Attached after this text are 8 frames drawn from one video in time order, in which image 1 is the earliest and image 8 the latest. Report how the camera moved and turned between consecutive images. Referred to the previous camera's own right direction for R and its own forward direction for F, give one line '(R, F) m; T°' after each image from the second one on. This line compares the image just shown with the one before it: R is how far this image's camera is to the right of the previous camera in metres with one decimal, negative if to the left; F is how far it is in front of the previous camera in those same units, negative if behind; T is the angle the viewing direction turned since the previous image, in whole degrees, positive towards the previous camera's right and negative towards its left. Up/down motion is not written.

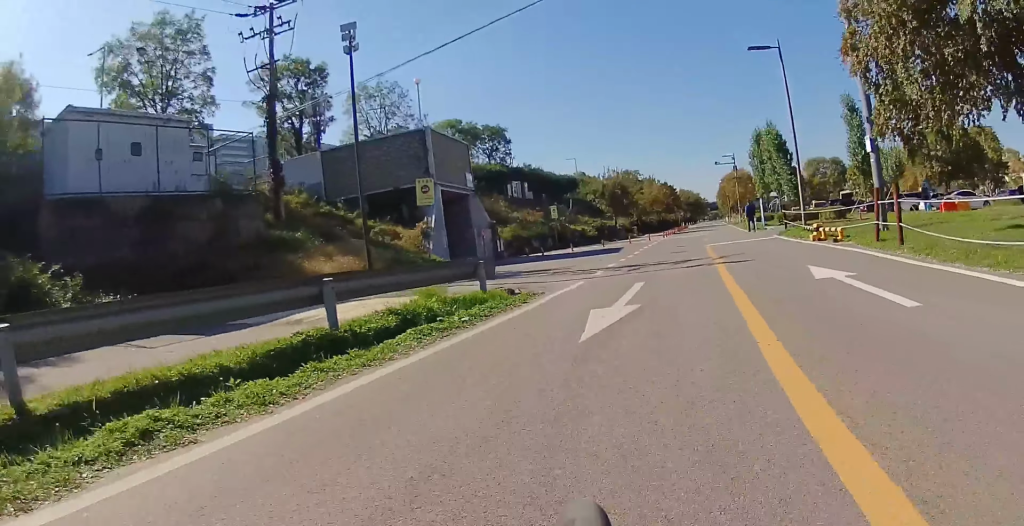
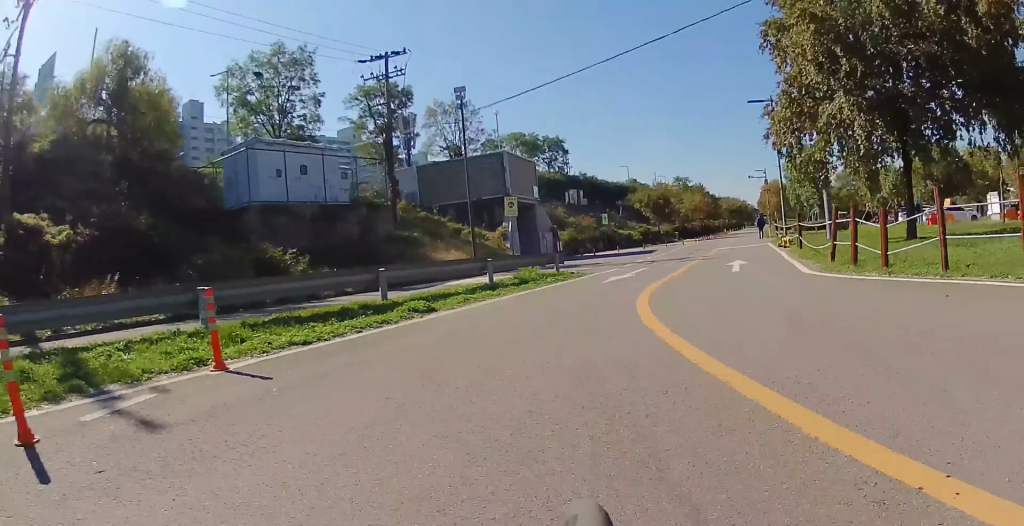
(-0.3, +8.0) m; -5°
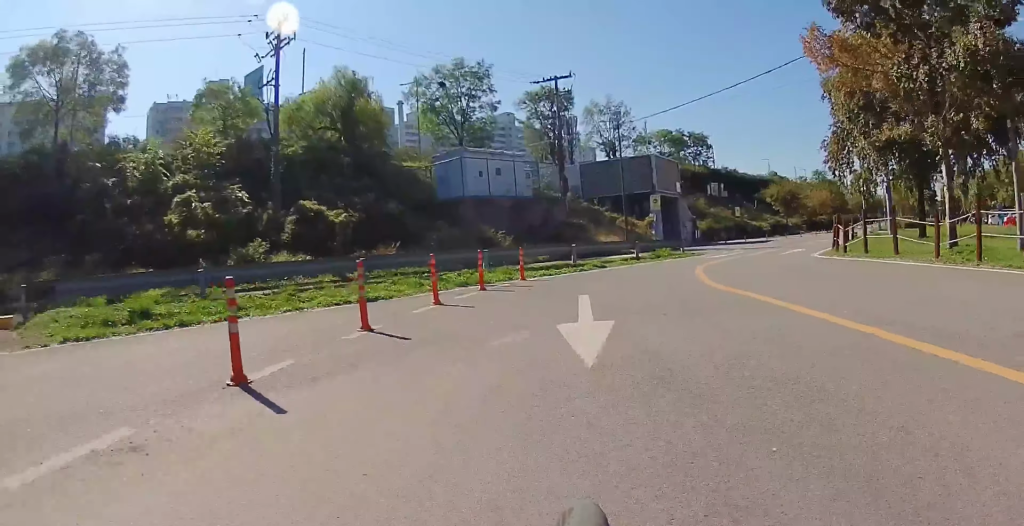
(-0.5, +8.3) m; -7°
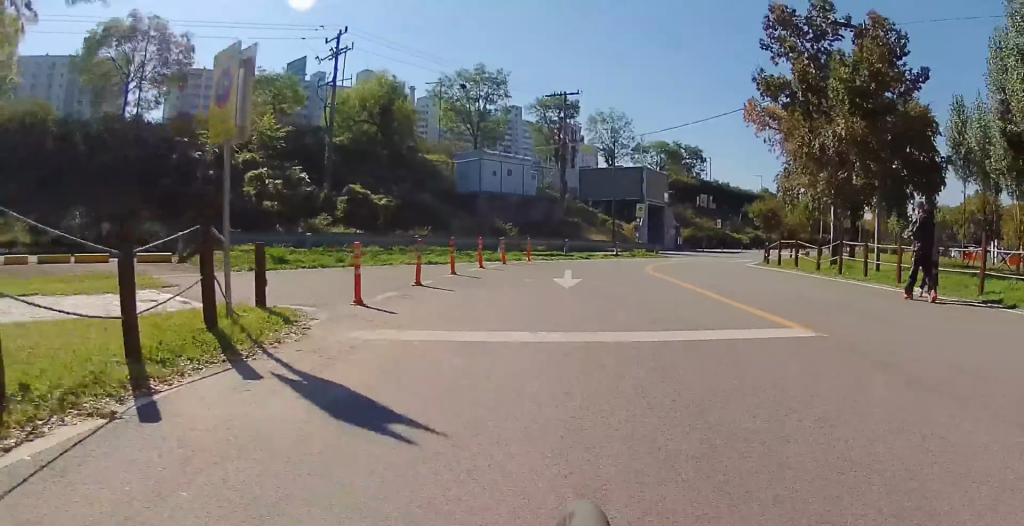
(-0.3, +5.8) m; -3°
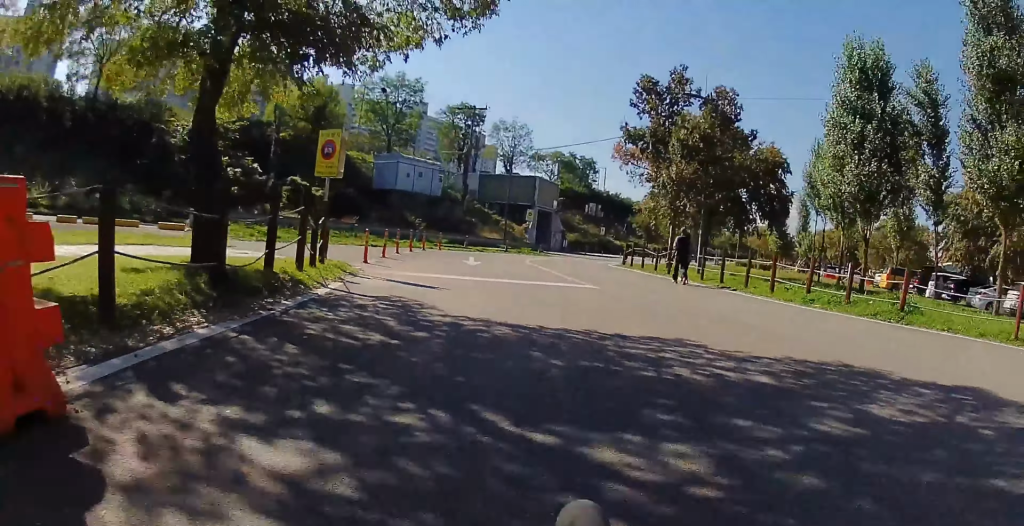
(0.0, +6.2) m; 0°
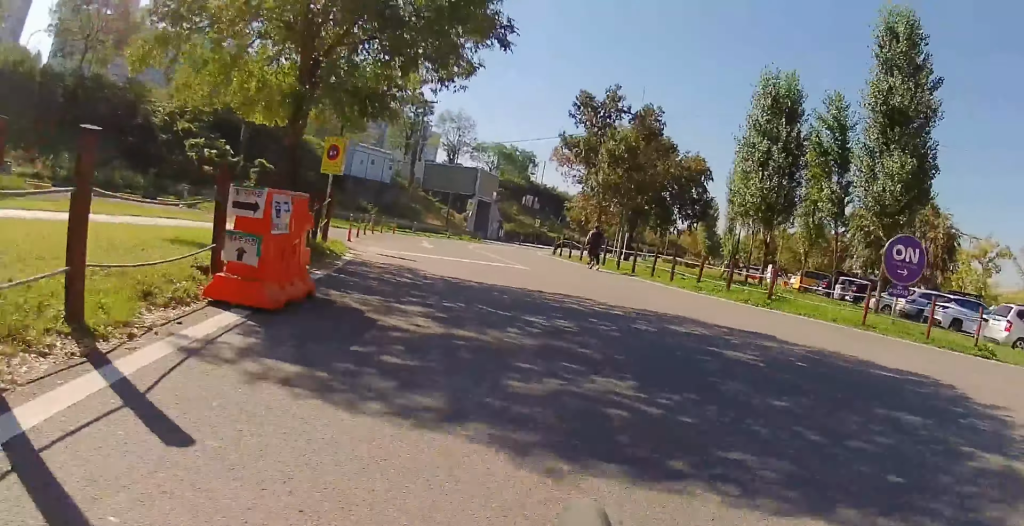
(0.0, +3.6) m; +1°
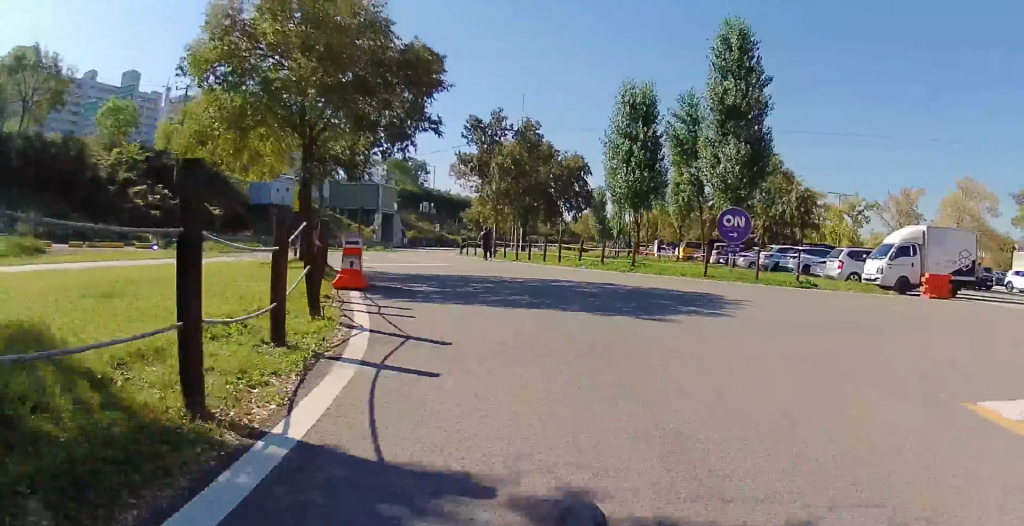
(+0.1, +5.6) m; +2°
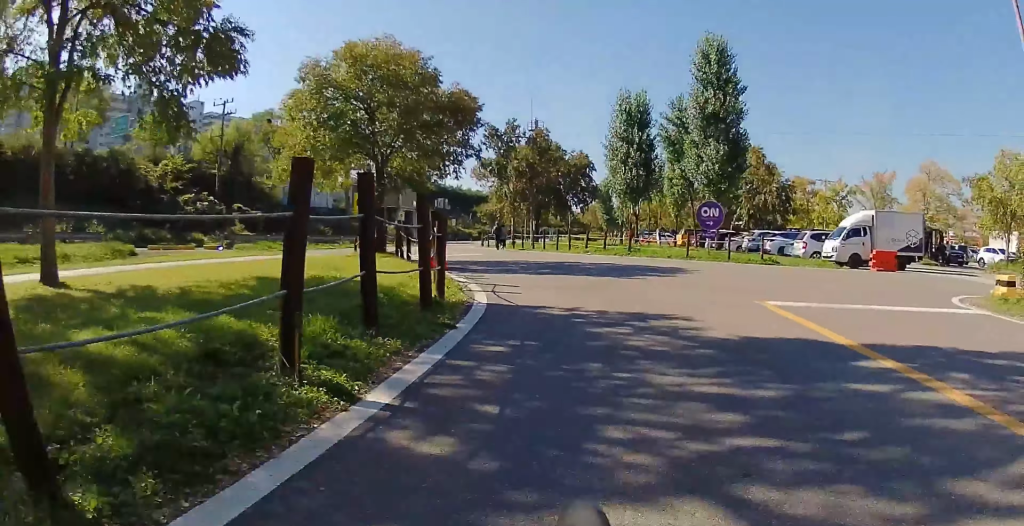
(+0.1, +5.1) m; +4°
